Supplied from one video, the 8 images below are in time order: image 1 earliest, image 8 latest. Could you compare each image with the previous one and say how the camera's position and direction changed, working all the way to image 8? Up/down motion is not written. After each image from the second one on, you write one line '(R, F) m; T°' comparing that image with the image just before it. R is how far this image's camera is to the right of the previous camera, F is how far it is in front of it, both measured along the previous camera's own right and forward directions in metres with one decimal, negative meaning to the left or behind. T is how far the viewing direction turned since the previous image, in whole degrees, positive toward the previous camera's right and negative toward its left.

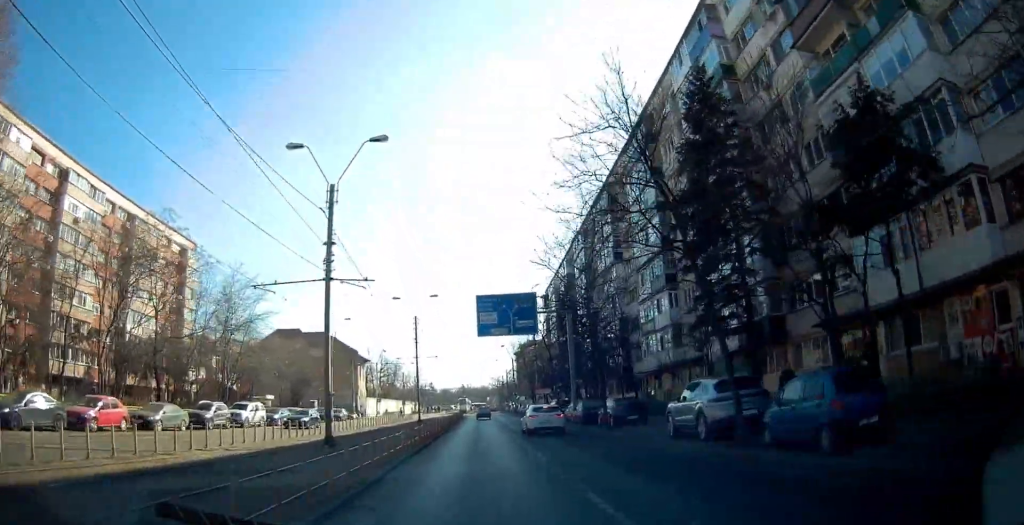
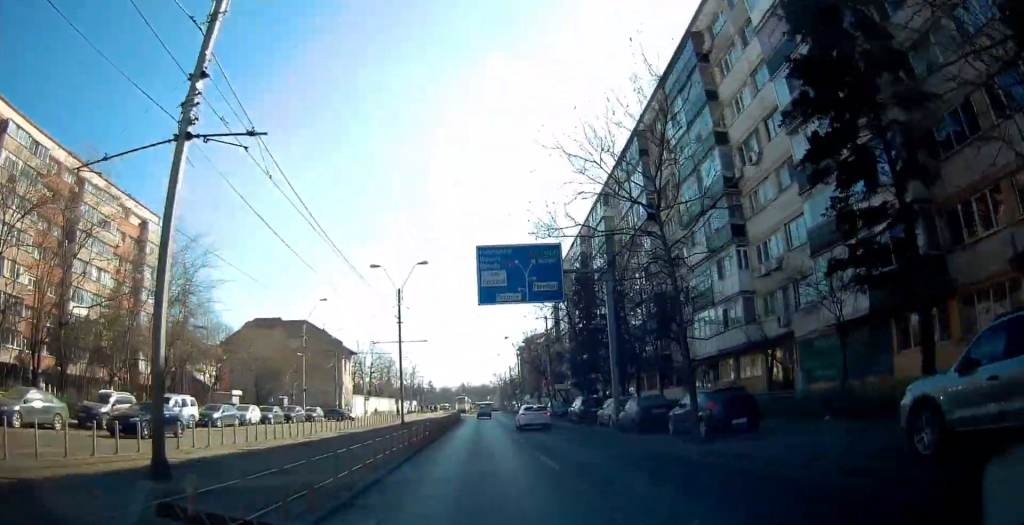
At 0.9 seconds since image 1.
(0.0, +11.3) m; +1°
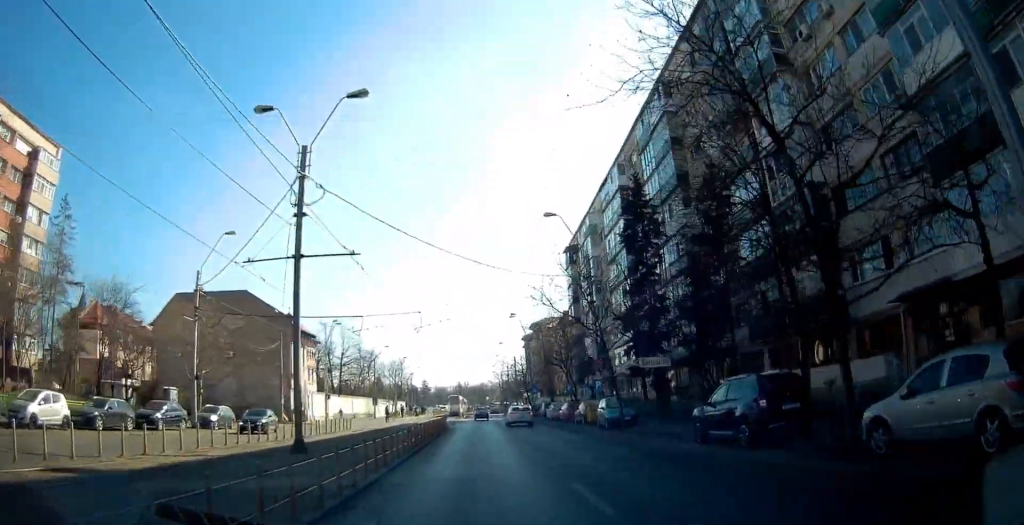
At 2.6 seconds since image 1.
(+0.5, +22.8) m; 0°
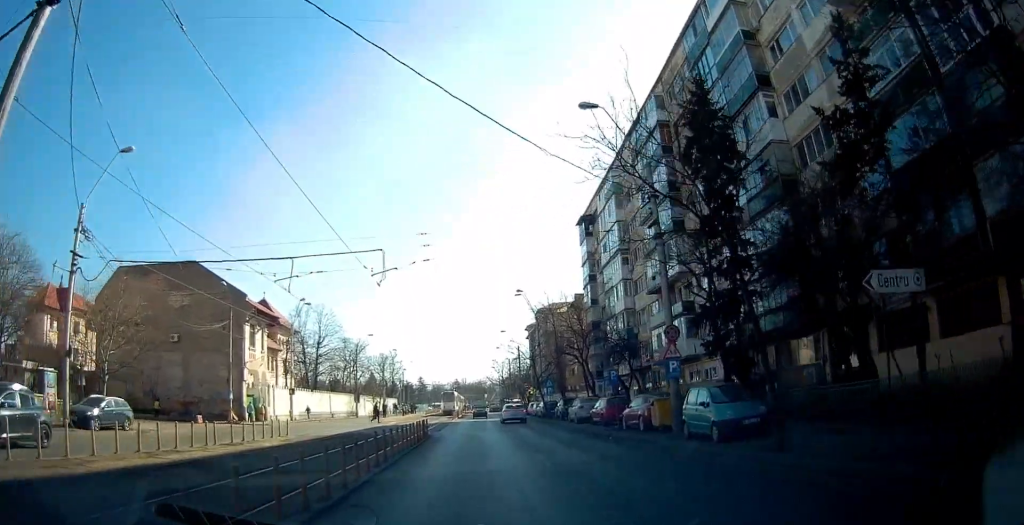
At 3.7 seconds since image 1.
(-0.4, +12.7) m; 0°
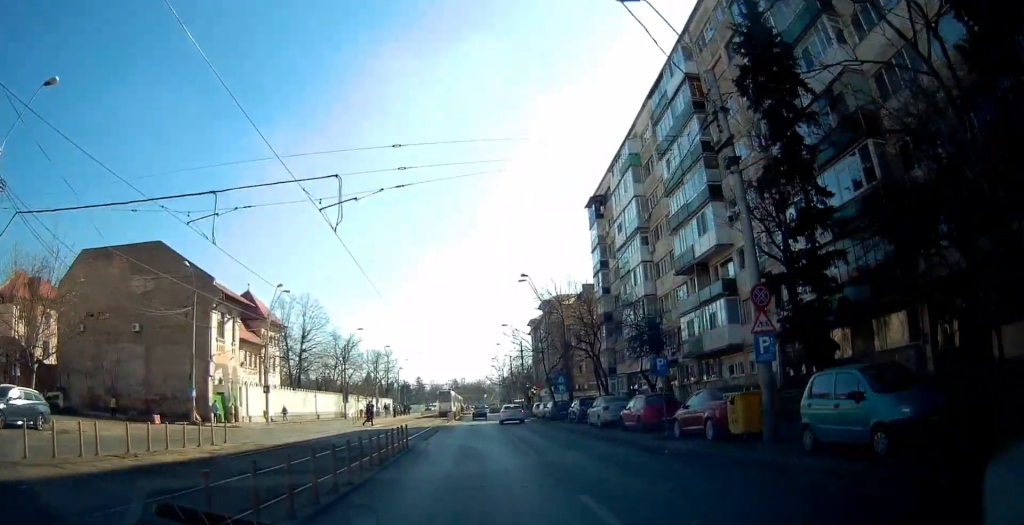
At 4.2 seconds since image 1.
(+0.3, +6.6) m; +1°
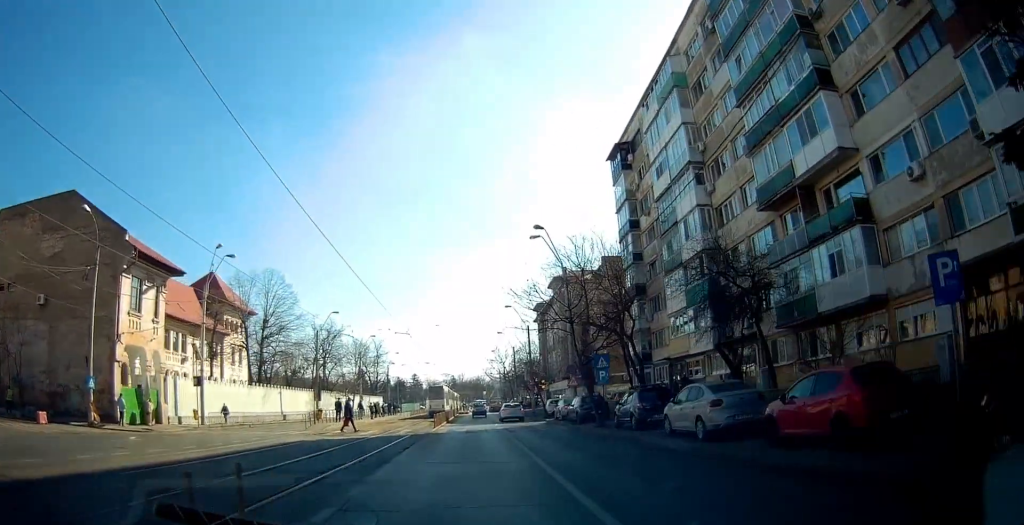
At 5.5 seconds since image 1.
(0.0, +13.1) m; 0°
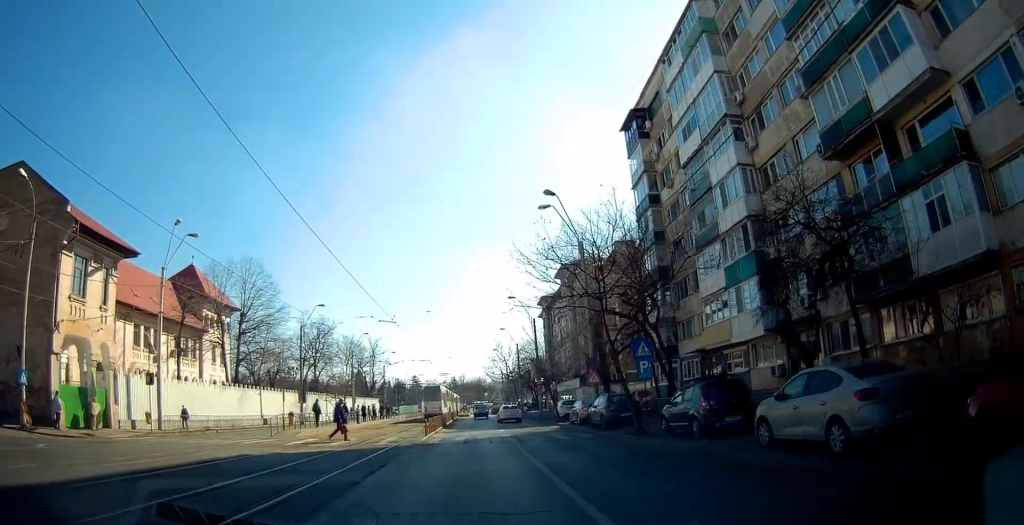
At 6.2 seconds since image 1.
(0.0, +6.2) m; +1°
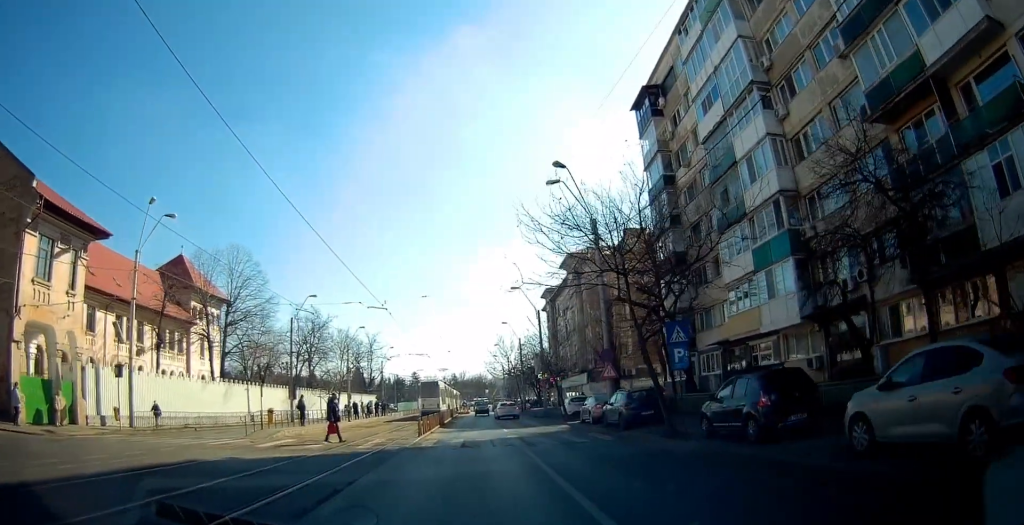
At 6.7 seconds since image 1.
(0.0, +3.6) m; +1°
